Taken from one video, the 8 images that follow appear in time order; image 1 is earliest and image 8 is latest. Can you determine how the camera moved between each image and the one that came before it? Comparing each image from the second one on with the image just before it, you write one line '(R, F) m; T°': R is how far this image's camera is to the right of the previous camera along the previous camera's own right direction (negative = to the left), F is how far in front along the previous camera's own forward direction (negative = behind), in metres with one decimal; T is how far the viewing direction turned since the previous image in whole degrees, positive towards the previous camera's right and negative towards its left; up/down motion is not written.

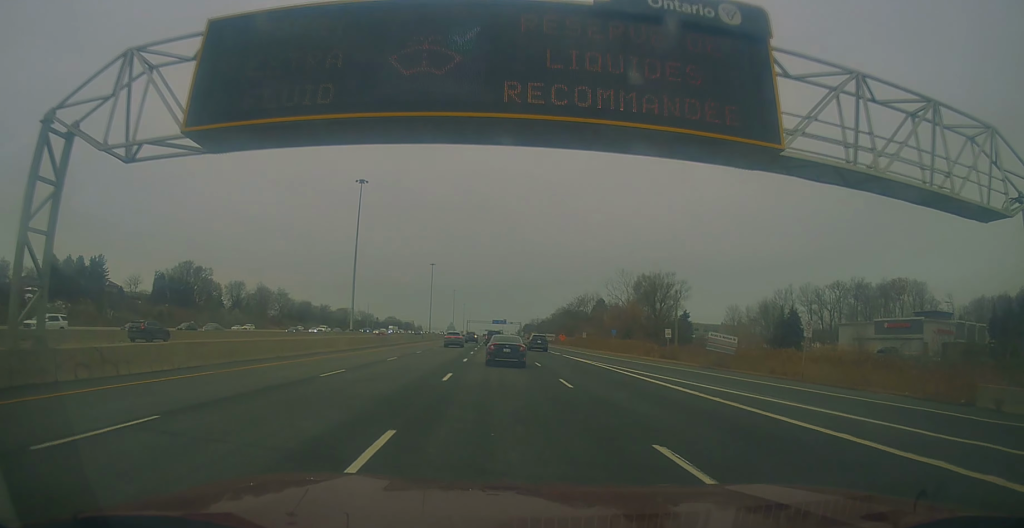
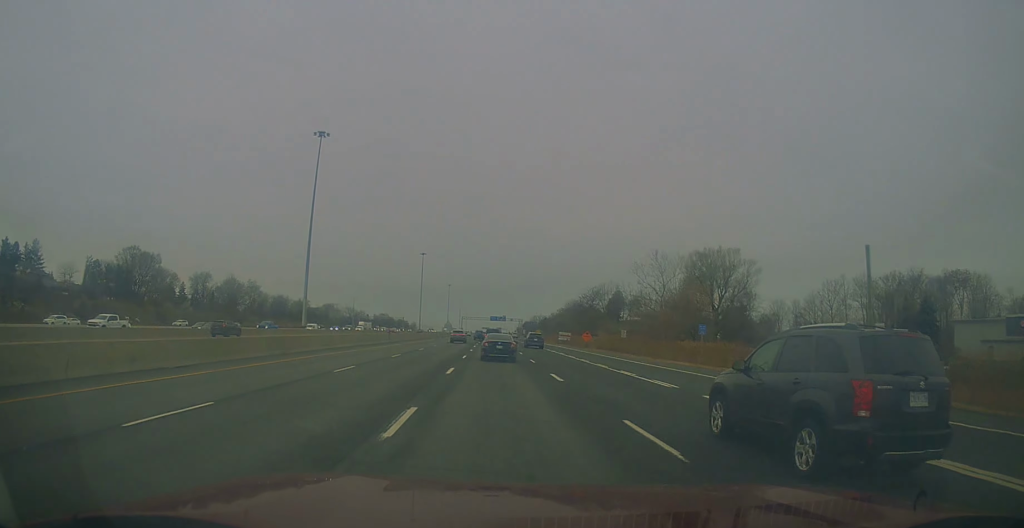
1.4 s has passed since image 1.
(0.0, +32.3) m; -1°
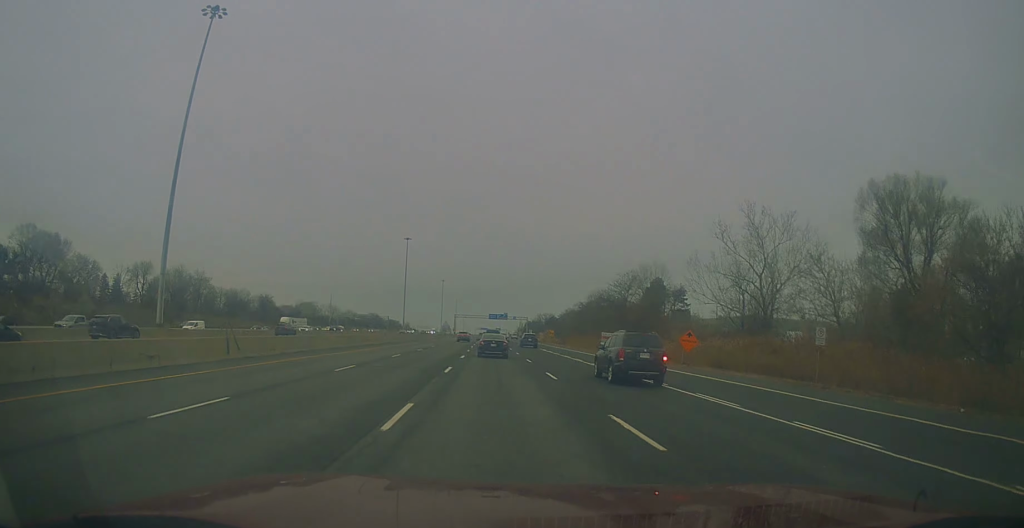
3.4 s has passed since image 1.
(-1.1, +47.8) m; 0°
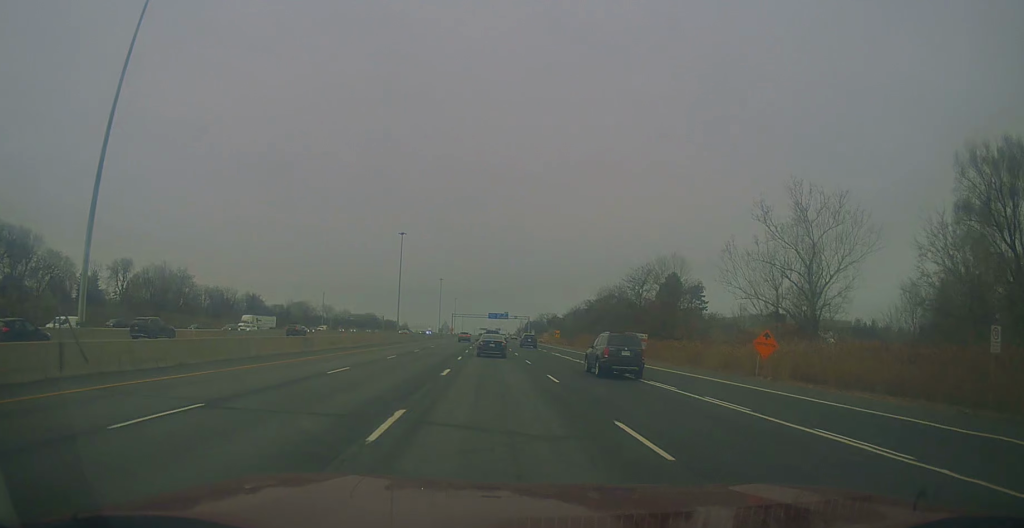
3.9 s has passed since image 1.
(+0.1, +13.0) m; +1°
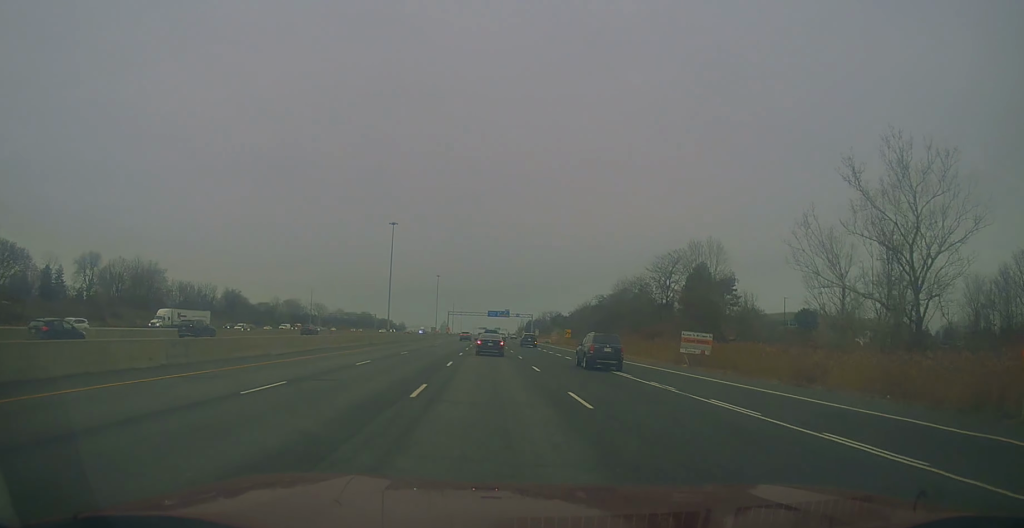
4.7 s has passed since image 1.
(+0.8, +18.8) m; +1°
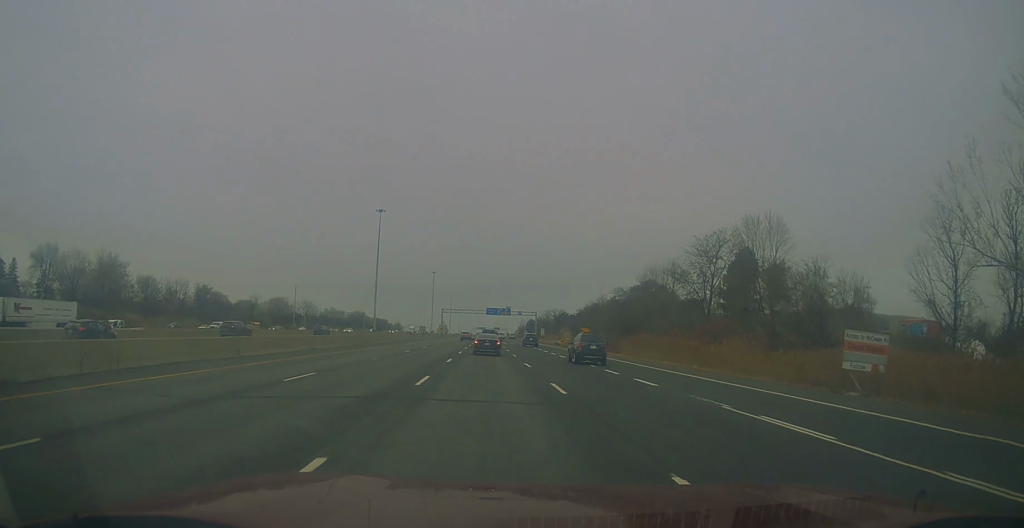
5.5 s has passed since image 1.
(-0.7, +21.3) m; -2°
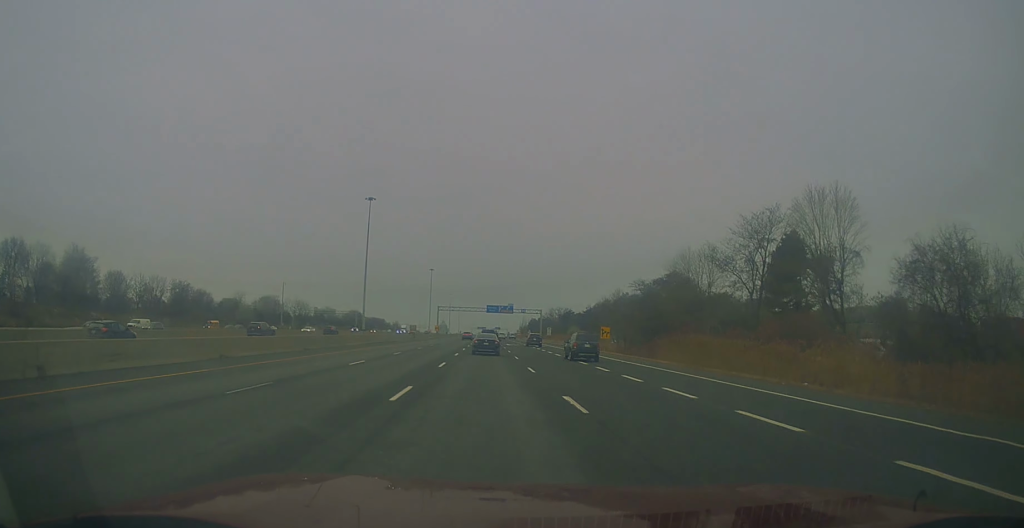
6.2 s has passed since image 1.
(-0.1, +15.7) m; 0°
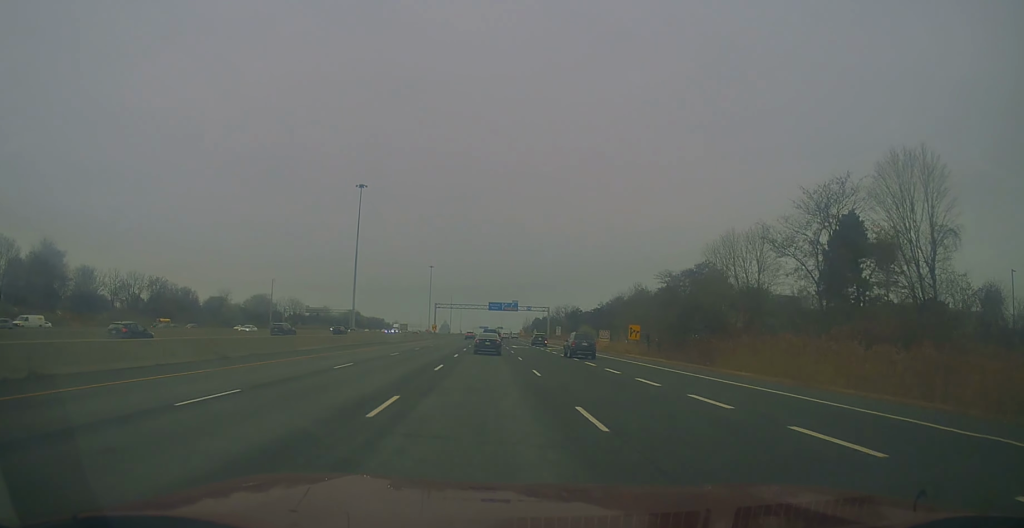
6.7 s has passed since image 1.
(0.0, +14.1) m; 0°
